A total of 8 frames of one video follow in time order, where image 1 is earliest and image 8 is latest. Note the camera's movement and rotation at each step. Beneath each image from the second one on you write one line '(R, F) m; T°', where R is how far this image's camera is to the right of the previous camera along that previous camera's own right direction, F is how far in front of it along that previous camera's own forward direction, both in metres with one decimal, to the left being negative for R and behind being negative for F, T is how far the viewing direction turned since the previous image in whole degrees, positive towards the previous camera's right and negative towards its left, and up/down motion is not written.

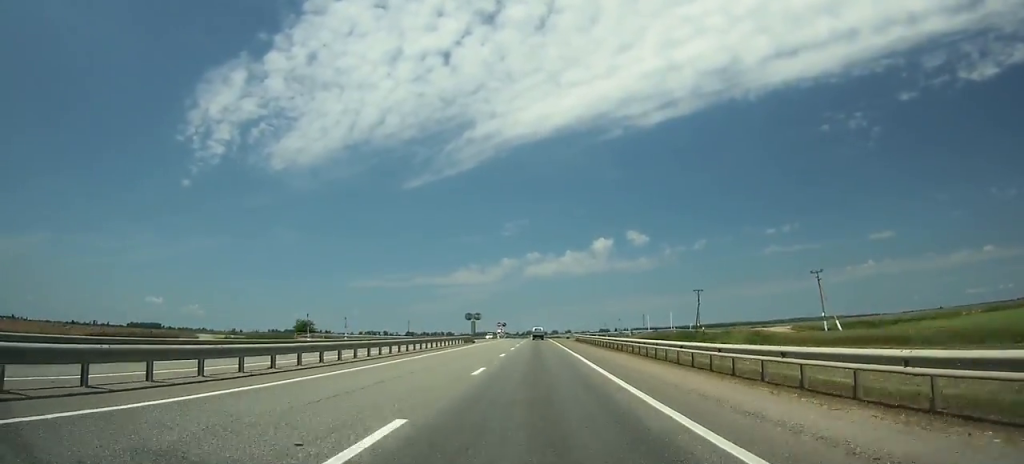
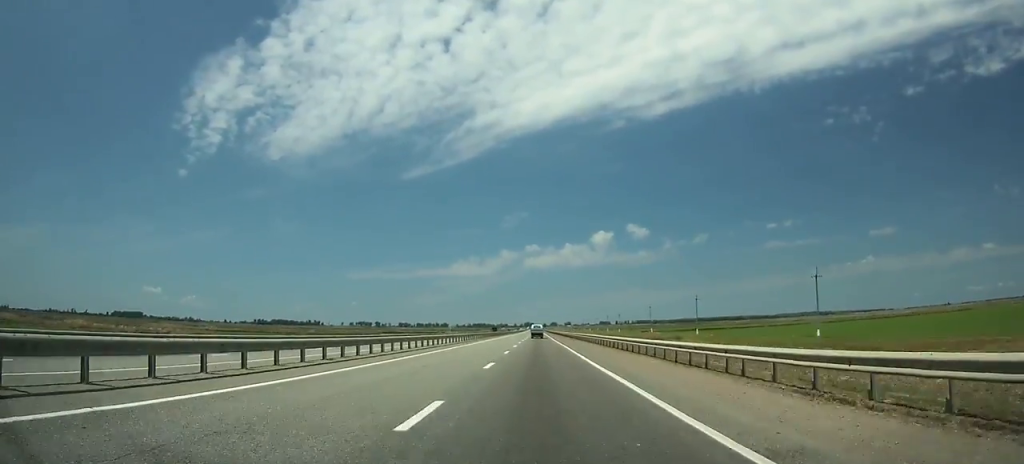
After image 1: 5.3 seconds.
(-0.1, +130.9) m; 0°
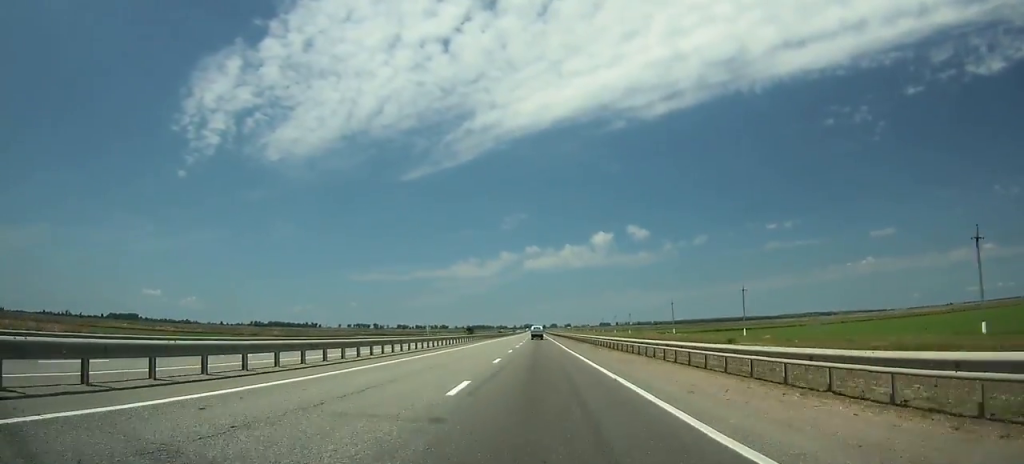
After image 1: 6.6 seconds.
(+0.1, +32.0) m; 0°
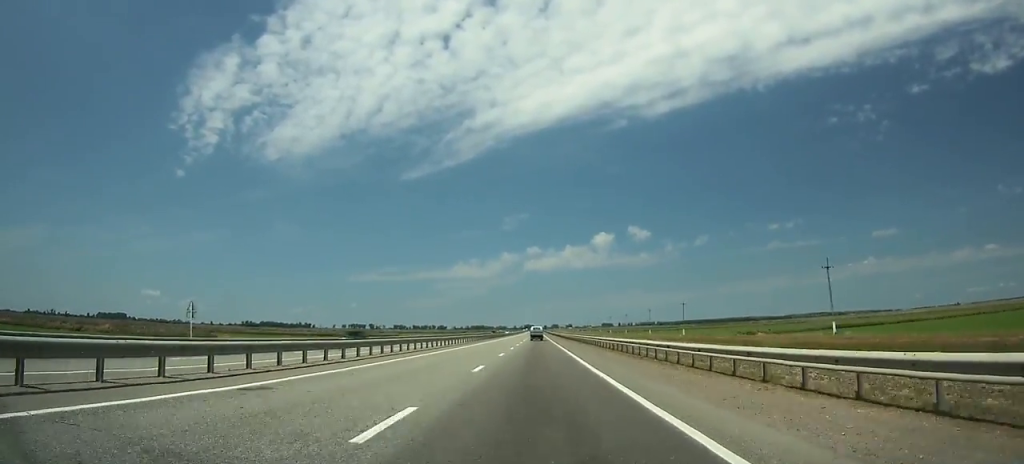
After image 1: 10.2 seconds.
(+0.1, +89.0) m; 0°
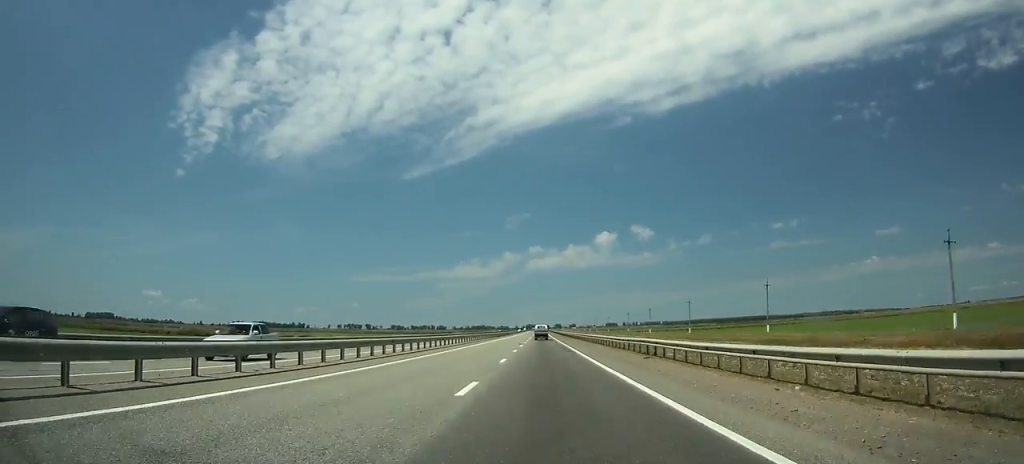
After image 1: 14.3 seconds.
(-0.4, +103.4) m; -1°
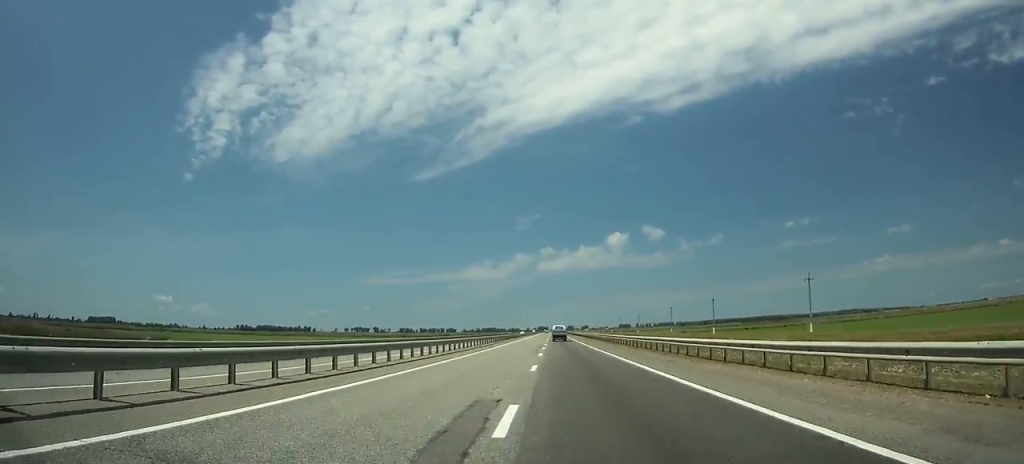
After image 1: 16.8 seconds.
(-0.3, +64.5) m; 0°
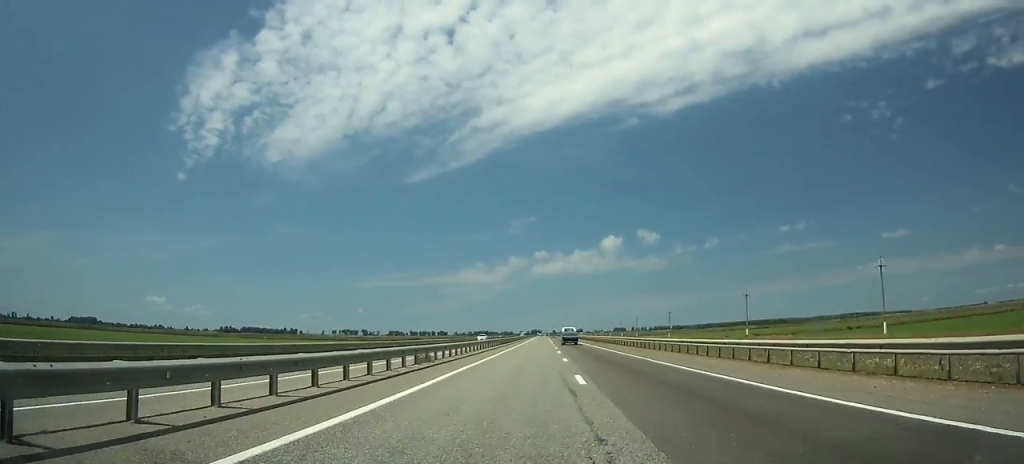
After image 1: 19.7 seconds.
(-0.4, +77.0) m; 0°
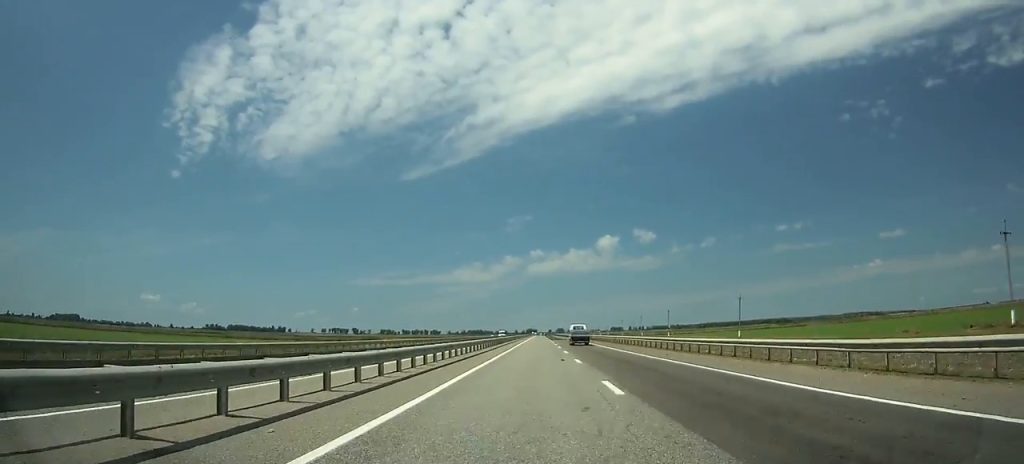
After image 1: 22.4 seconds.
(+0.5, +74.0) m; +1°
